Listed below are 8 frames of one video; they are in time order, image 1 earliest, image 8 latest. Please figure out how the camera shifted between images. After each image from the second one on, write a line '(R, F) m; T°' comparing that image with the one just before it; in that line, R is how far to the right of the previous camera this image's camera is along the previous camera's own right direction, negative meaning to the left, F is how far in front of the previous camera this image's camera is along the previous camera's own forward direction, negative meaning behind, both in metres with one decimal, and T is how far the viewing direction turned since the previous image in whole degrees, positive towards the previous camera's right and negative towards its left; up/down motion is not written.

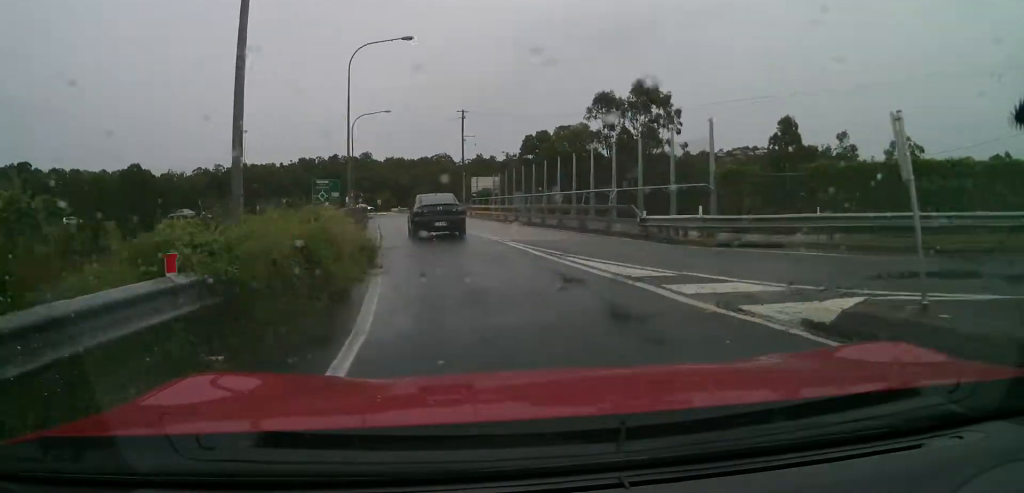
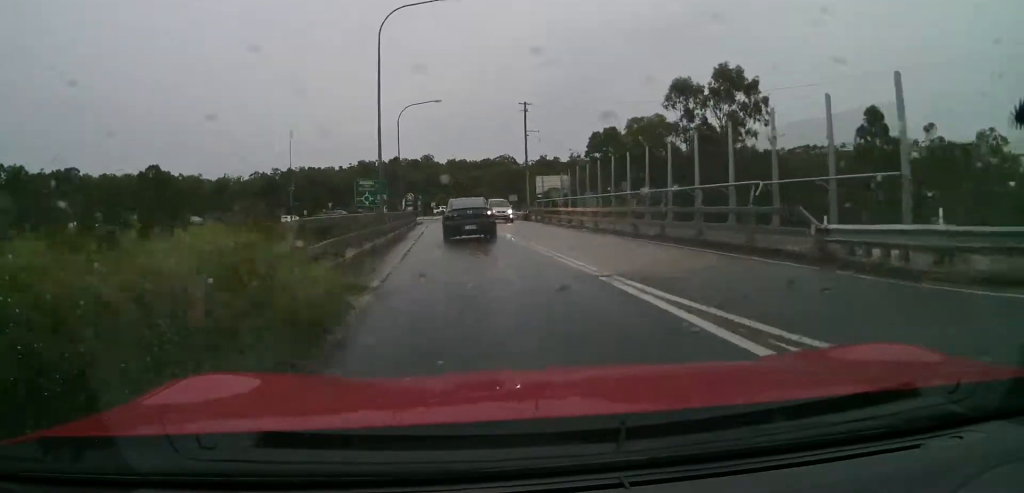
(-0.2, +8.0) m; -2°
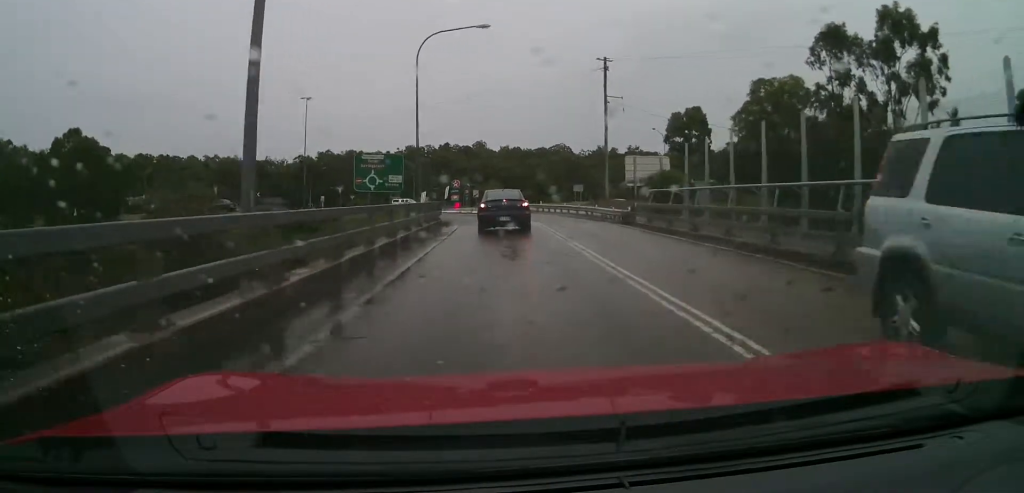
(-0.6, +20.5) m; -3°
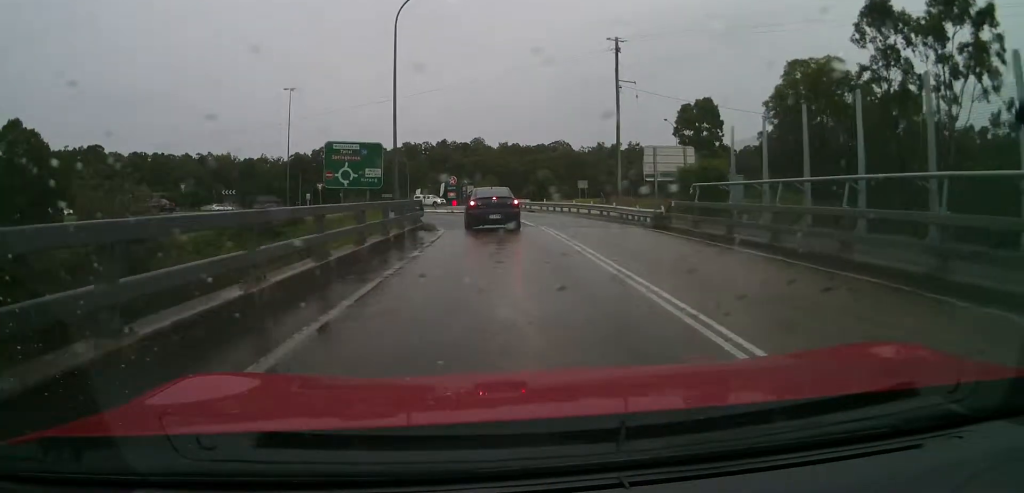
(+0.1, +6.5) m; -3°
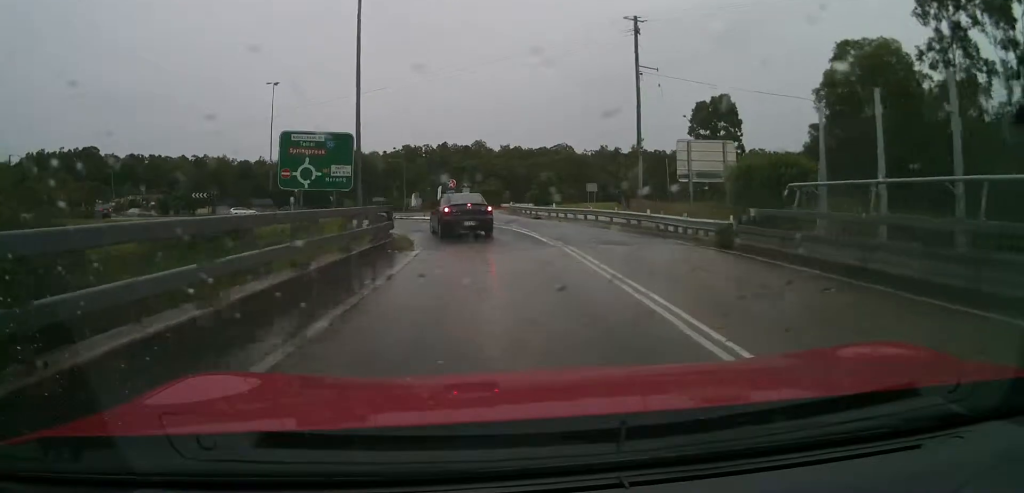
(-0.5, +7.0) m; -3°
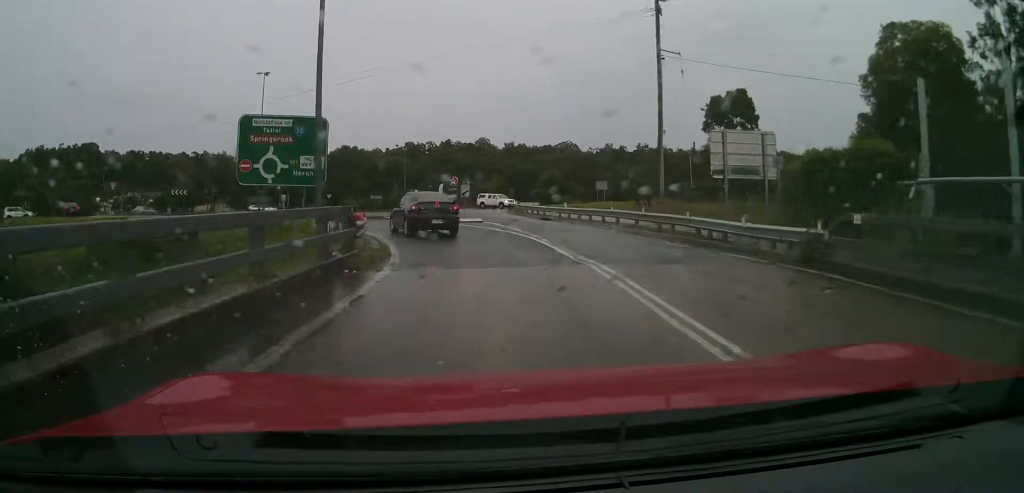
(-0.1, +4.9) m; -2°
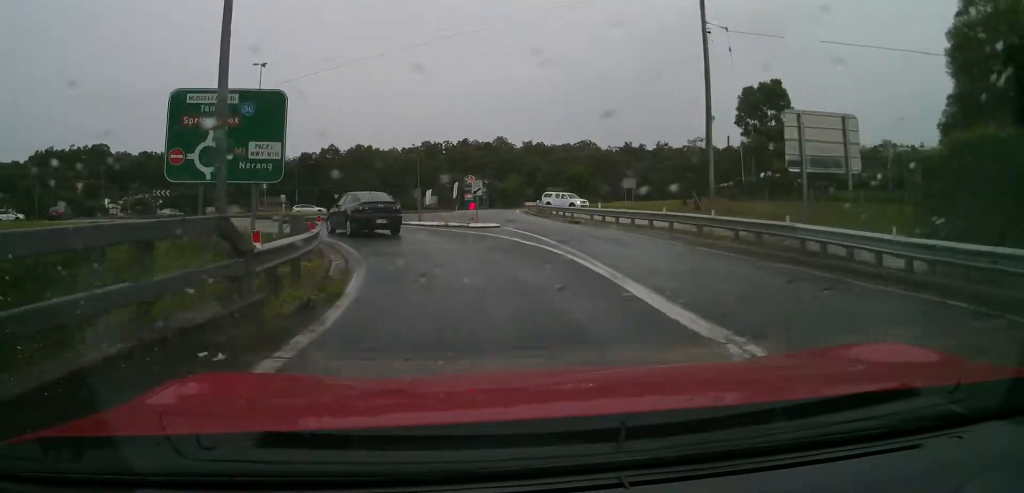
(0.0, +6.2) m; -1°
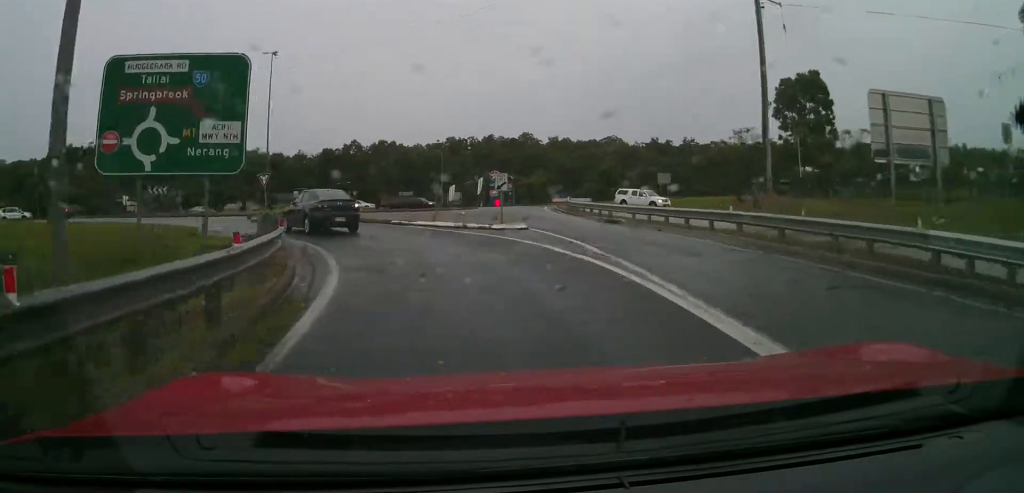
(0.0, +4.2) m; -2°
